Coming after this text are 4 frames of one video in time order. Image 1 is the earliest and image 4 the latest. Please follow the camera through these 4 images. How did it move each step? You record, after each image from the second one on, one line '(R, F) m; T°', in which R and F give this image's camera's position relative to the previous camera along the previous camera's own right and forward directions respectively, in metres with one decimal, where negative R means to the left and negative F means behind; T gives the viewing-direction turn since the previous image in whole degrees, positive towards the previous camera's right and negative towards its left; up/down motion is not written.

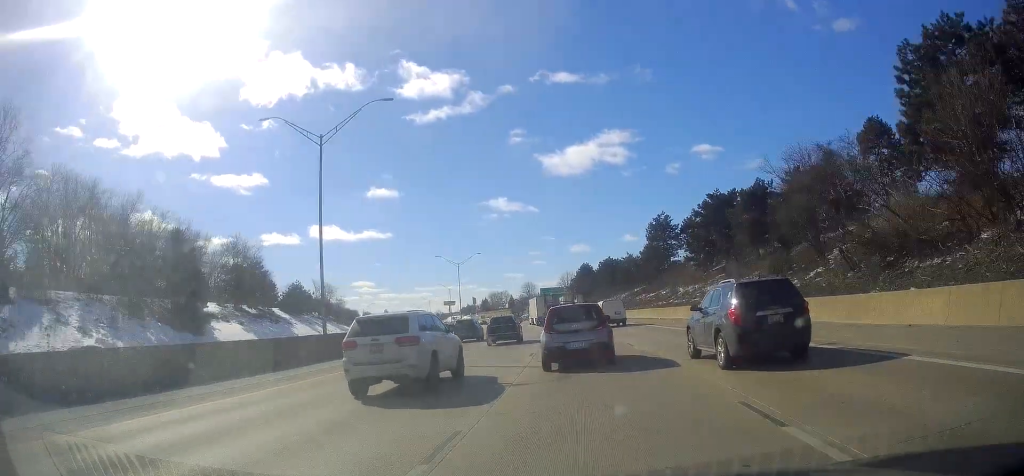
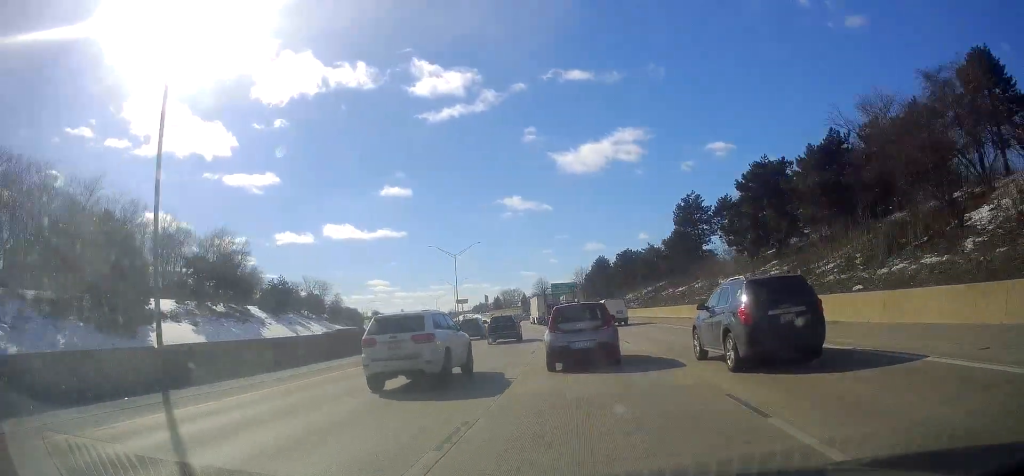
(-0.2, +14.6) m; -1°
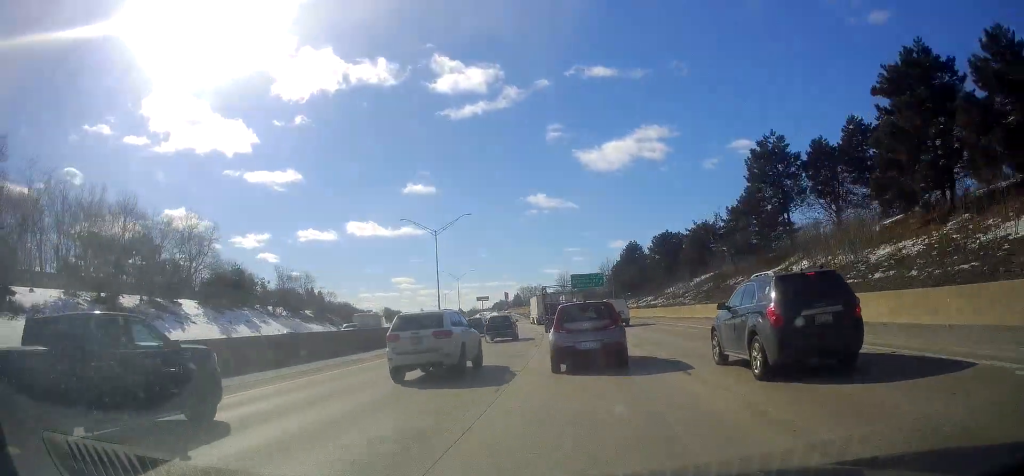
(-0.8, +26.4) m; -2°
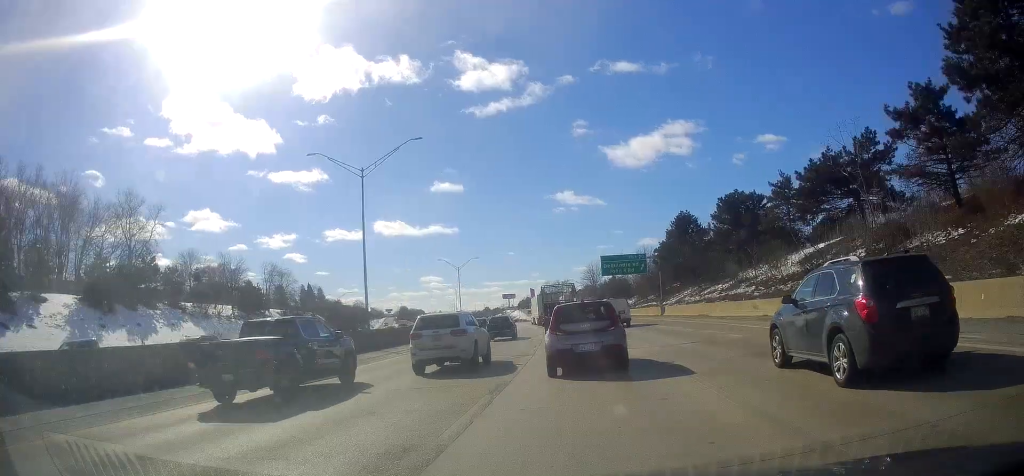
(-0.1, +31.2) m; -2°
